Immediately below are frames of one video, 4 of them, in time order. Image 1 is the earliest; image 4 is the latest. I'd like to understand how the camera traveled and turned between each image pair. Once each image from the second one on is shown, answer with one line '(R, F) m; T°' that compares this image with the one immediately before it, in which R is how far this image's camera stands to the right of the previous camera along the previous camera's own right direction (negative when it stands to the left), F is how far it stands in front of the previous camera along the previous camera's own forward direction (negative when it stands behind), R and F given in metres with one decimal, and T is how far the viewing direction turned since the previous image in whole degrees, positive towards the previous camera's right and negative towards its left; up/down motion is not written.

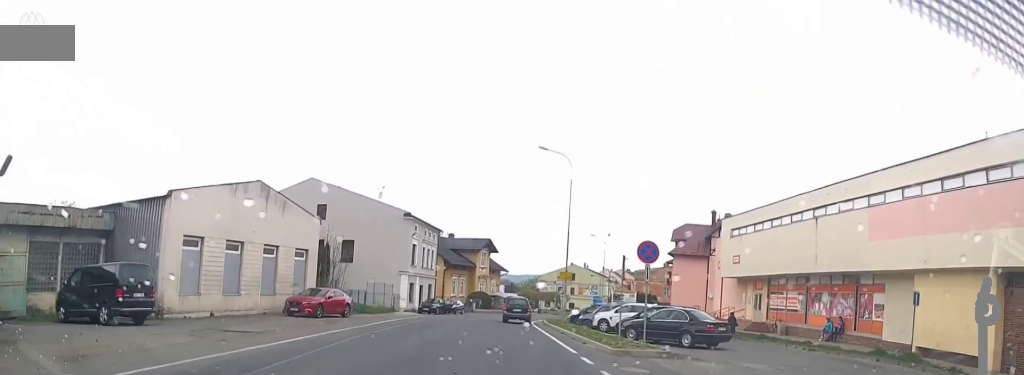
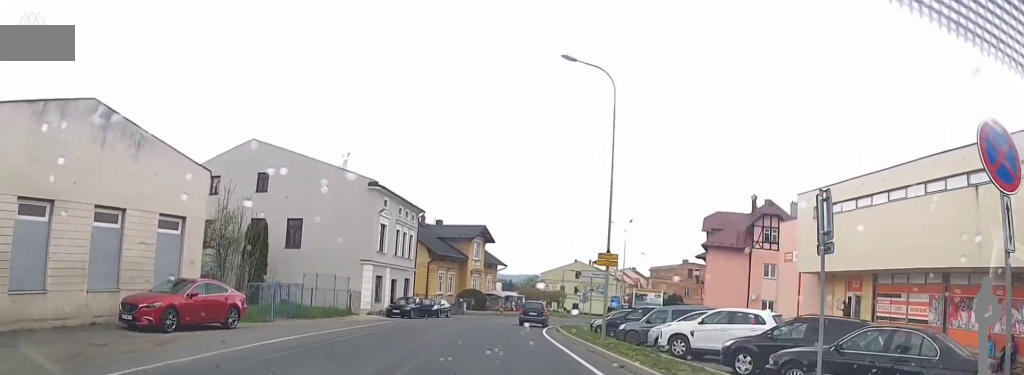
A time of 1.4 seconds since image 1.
(-0.1, +14.9) m; -2°
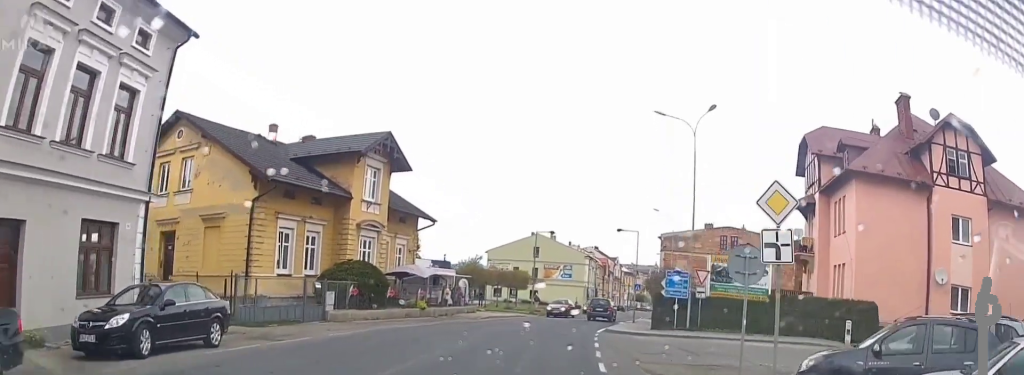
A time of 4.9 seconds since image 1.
(+0.1, +33.6) m; +2°
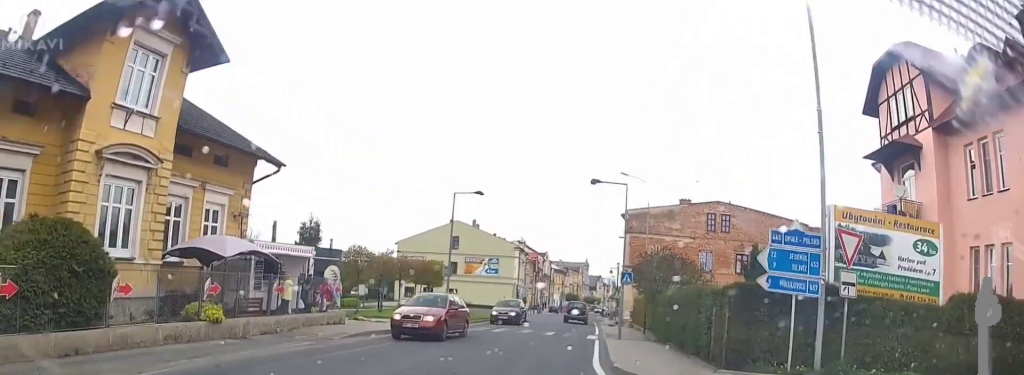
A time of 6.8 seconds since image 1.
(+0.8, +16.3) m; +7°
